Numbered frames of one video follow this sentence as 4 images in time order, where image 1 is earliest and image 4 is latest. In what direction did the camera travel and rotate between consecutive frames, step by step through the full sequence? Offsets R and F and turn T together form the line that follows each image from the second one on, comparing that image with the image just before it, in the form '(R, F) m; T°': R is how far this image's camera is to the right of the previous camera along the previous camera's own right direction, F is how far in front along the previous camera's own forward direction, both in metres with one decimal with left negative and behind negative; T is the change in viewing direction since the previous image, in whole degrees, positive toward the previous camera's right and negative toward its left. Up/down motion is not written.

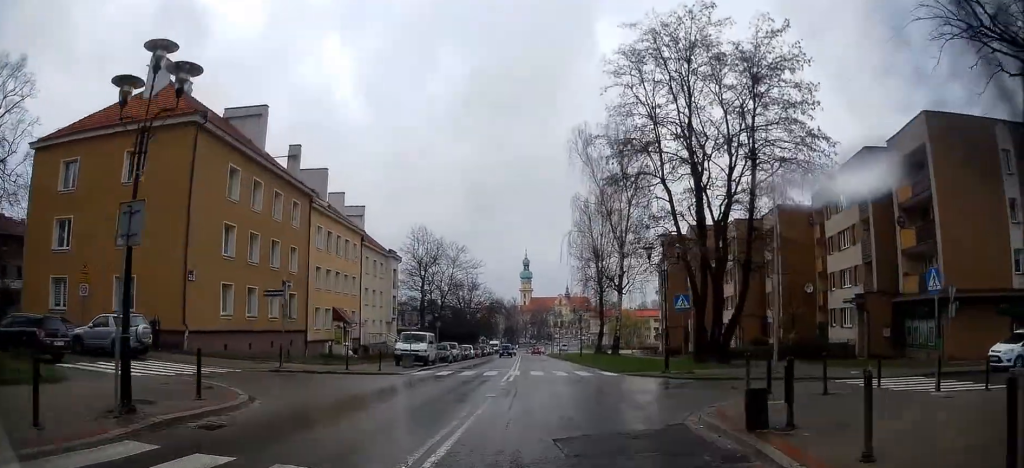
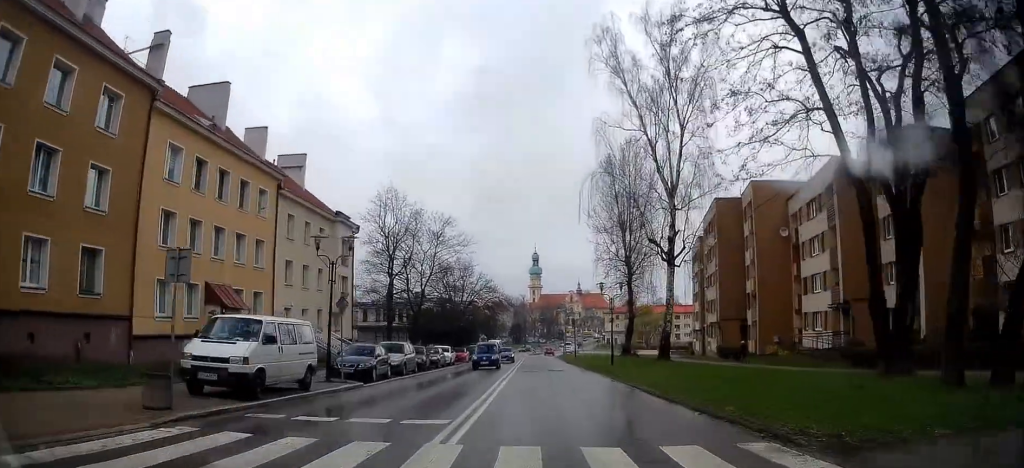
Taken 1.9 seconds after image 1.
(+0.6, +21.8) m; +3°
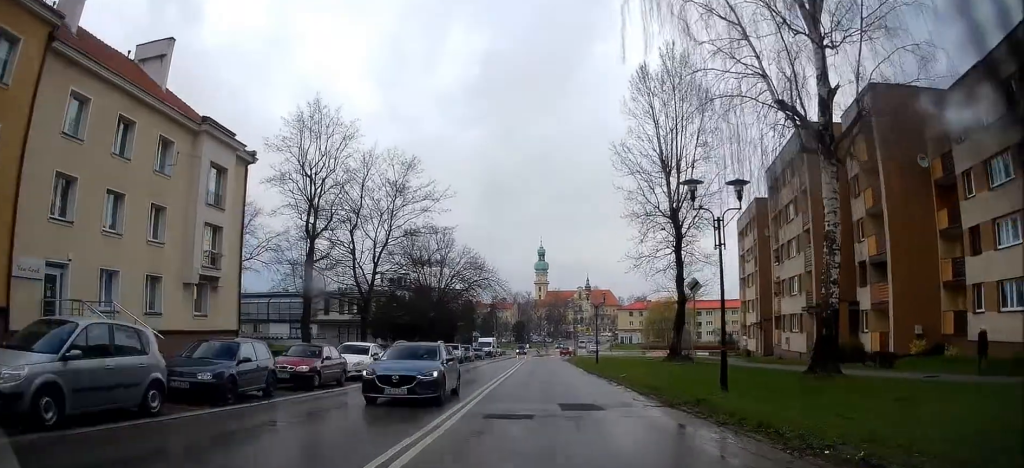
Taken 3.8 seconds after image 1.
(+0.2, +22.6) m; 0°
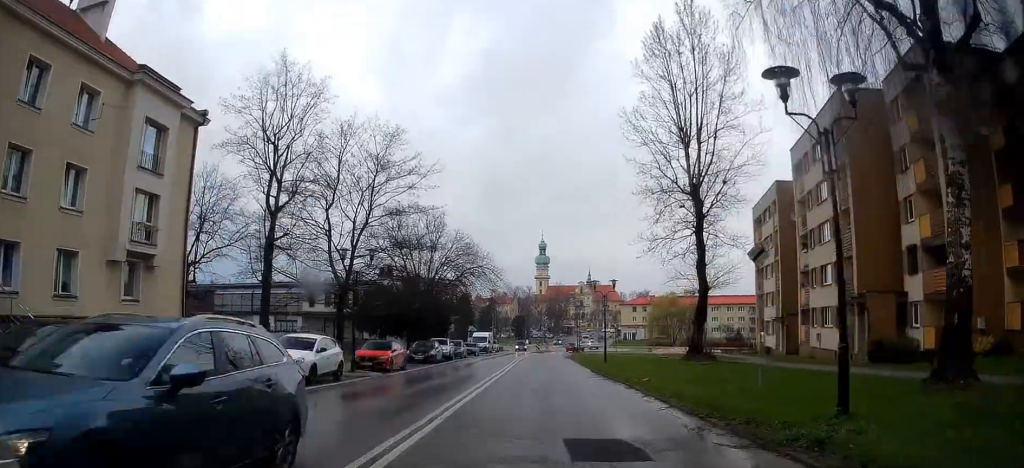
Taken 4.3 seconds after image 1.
(0.0, +6.1) m; 0°
